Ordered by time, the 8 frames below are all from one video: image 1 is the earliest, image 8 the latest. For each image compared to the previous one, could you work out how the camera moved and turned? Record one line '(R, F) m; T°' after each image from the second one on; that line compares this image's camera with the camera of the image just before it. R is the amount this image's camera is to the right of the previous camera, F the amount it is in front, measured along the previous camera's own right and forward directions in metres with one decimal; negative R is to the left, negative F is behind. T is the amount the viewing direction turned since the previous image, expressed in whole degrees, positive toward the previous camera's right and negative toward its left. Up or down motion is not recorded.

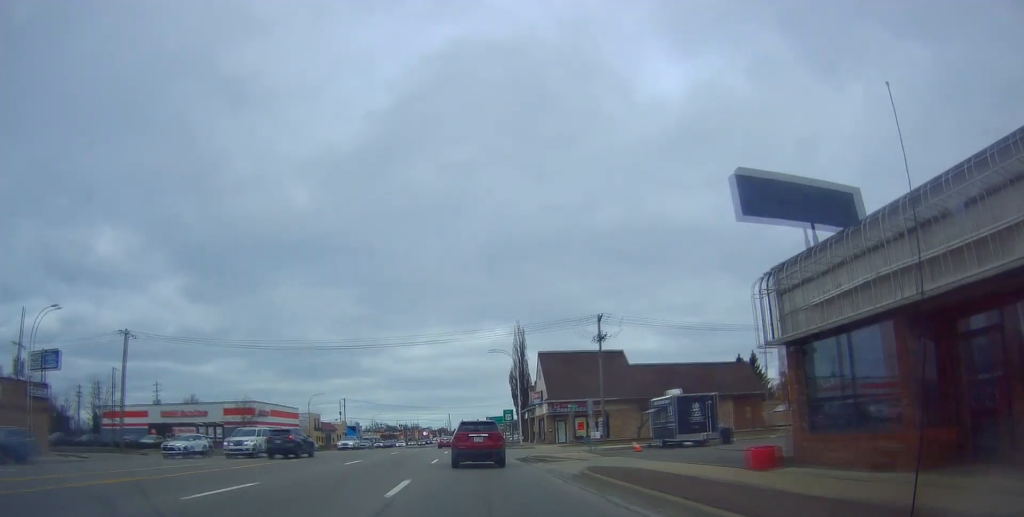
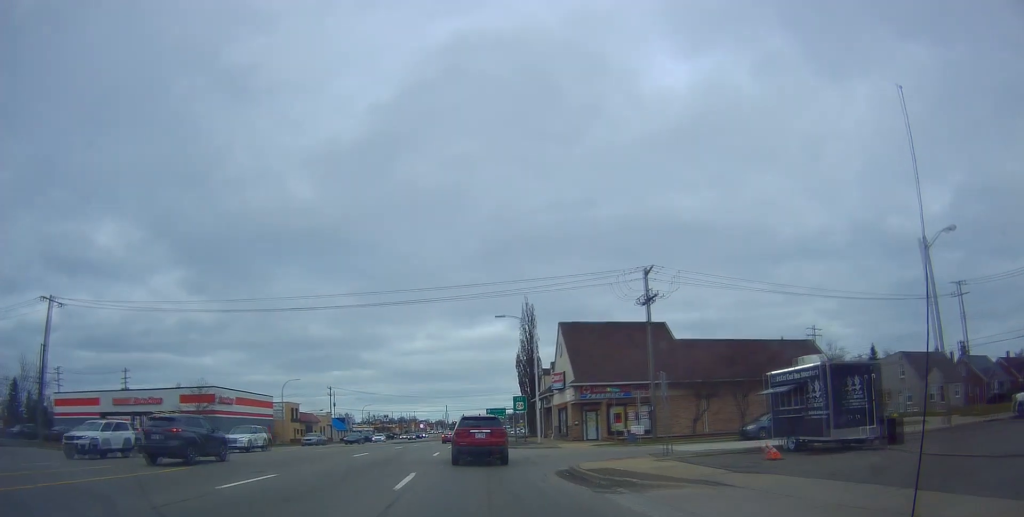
(+0.5, +13.6) m; +1°
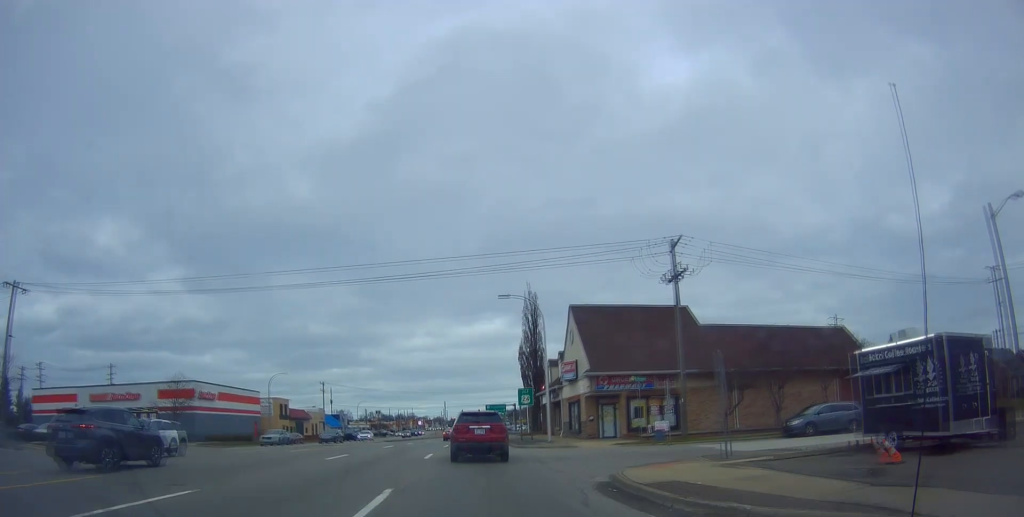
(-0.2, +5.5) m; 0°
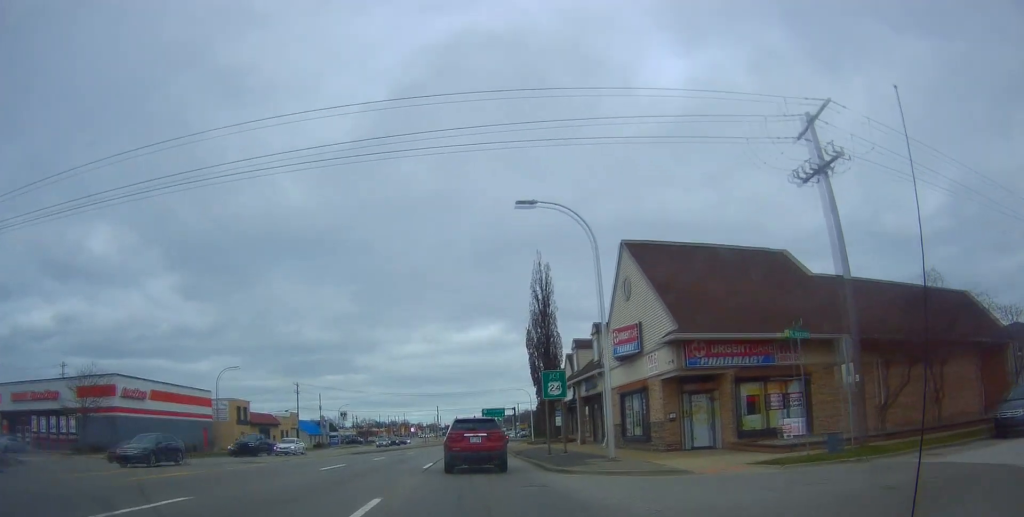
(0.0, +15.8) m; +1°
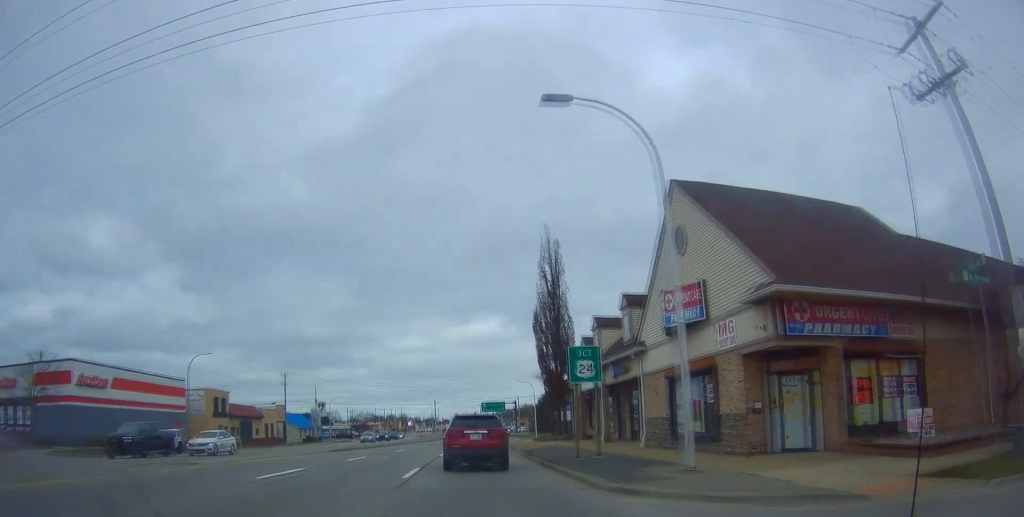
(+0.1, +7.0) m; +1°
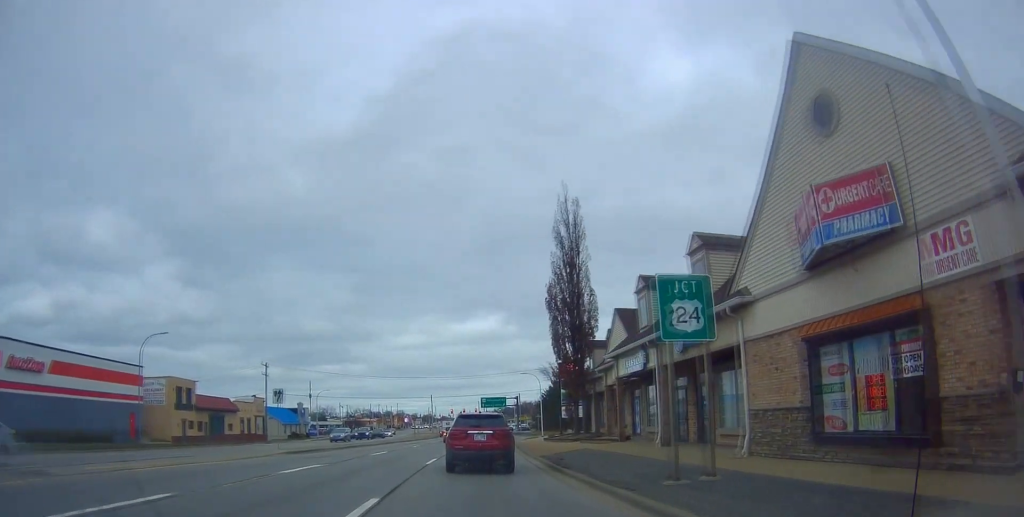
(0.0, +9.4) m; 0°
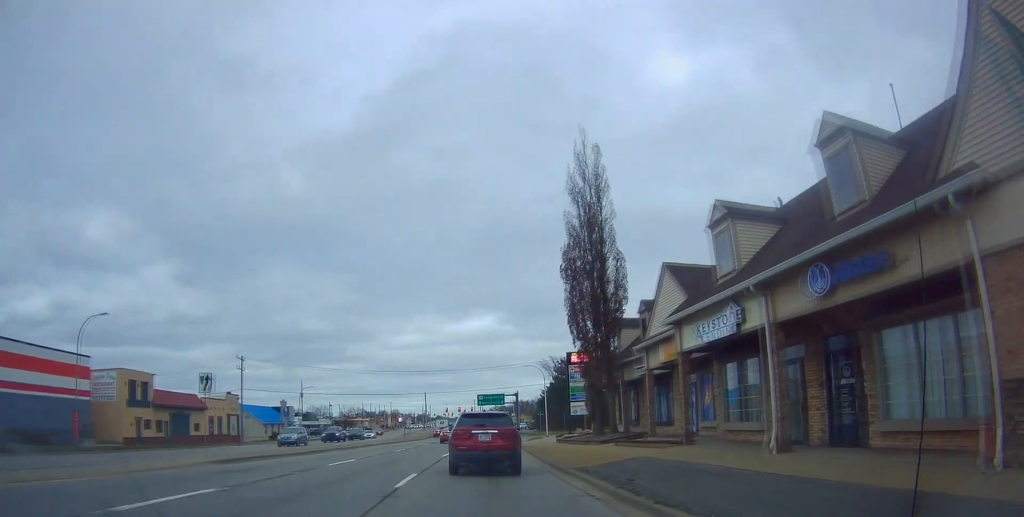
(0.0, +9.1) m; 0°
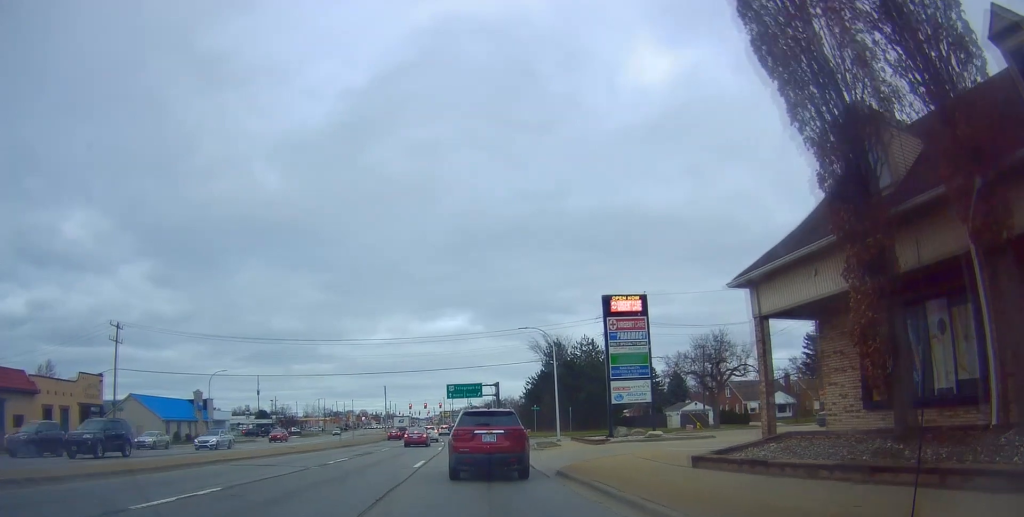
(+0.5, +30.1) m; +5°
